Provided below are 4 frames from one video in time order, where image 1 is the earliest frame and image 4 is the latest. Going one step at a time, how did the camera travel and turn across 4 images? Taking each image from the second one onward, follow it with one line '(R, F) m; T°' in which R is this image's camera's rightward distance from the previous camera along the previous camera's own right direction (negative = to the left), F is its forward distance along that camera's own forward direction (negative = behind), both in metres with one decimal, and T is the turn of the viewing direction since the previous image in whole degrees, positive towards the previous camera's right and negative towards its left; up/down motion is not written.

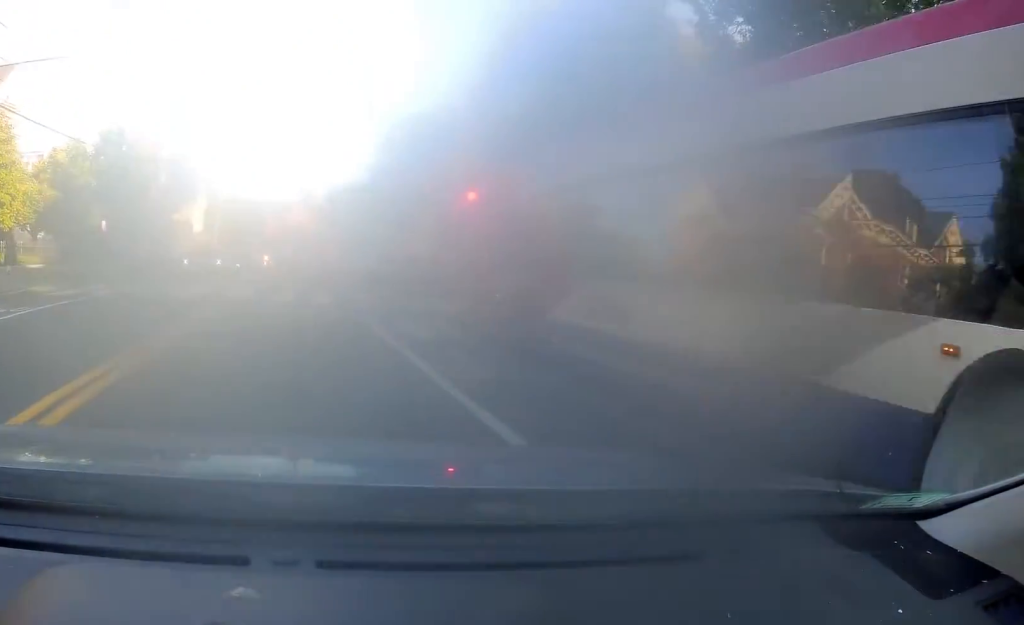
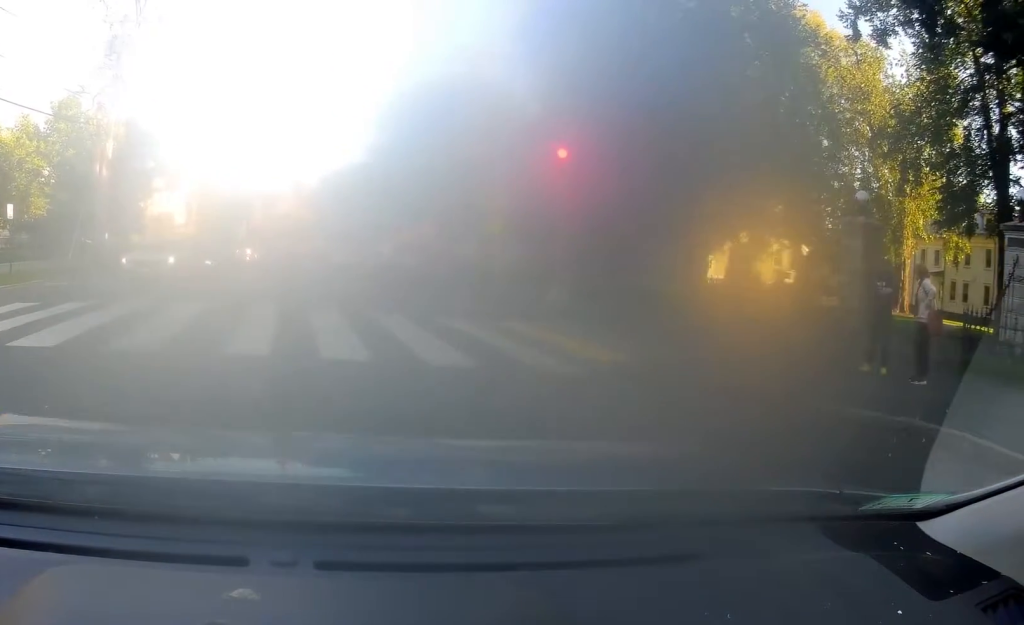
(-0.3, +10.2) m; -1°
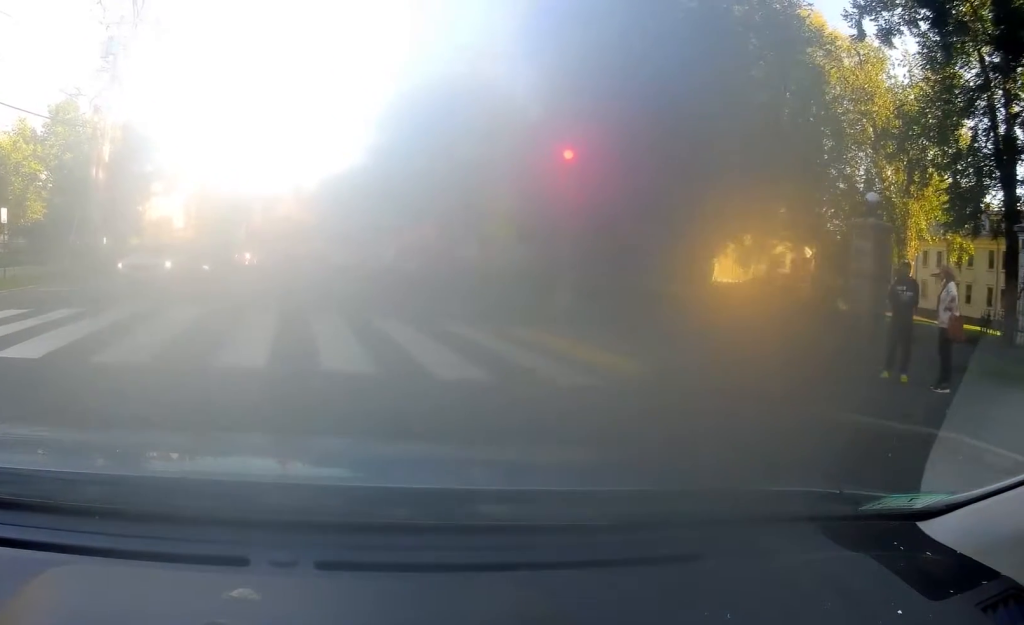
(0.0, +0.4) m; 0°
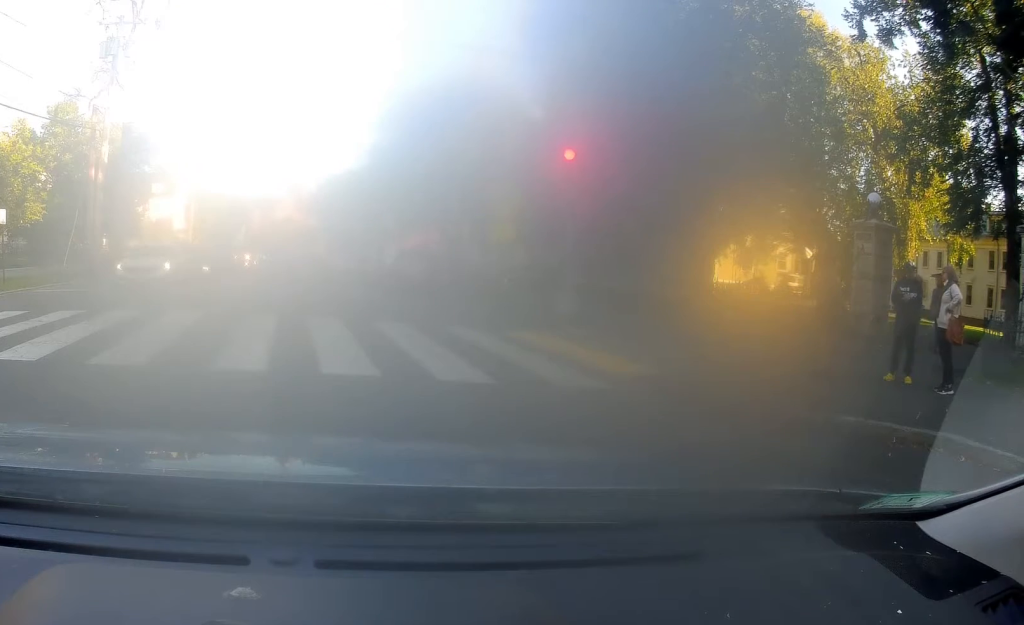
(0.0, +0.1) m; 0°
